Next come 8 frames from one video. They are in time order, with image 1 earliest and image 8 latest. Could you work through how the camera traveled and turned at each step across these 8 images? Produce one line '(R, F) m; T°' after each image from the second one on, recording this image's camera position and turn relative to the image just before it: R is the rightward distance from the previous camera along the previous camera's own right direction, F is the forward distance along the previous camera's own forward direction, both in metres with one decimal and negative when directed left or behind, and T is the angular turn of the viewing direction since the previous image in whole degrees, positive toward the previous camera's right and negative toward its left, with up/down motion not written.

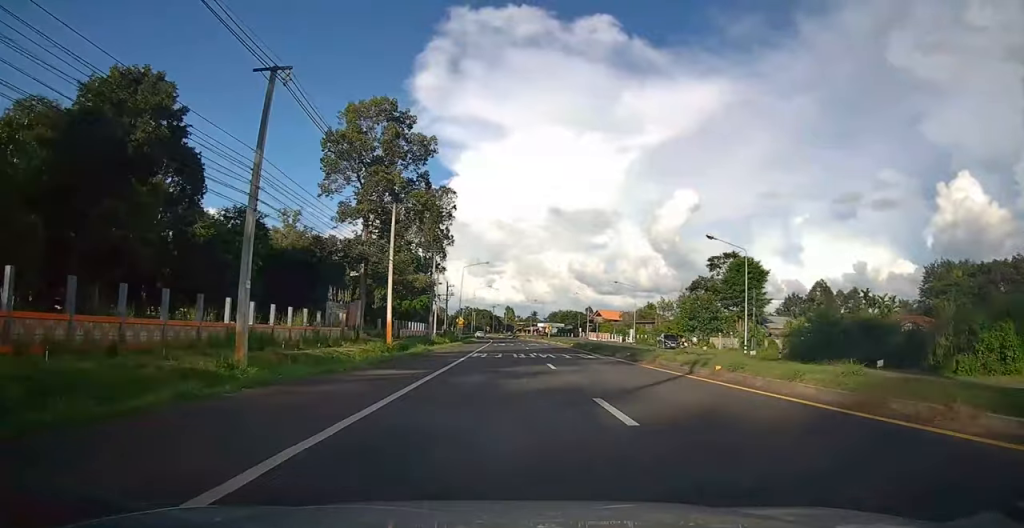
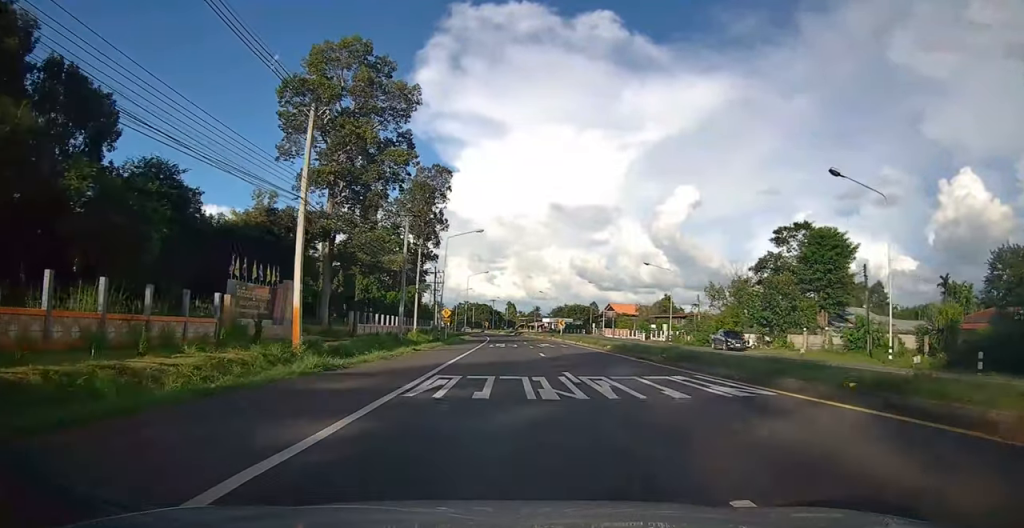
(-0.1, +18.5) m; 0°
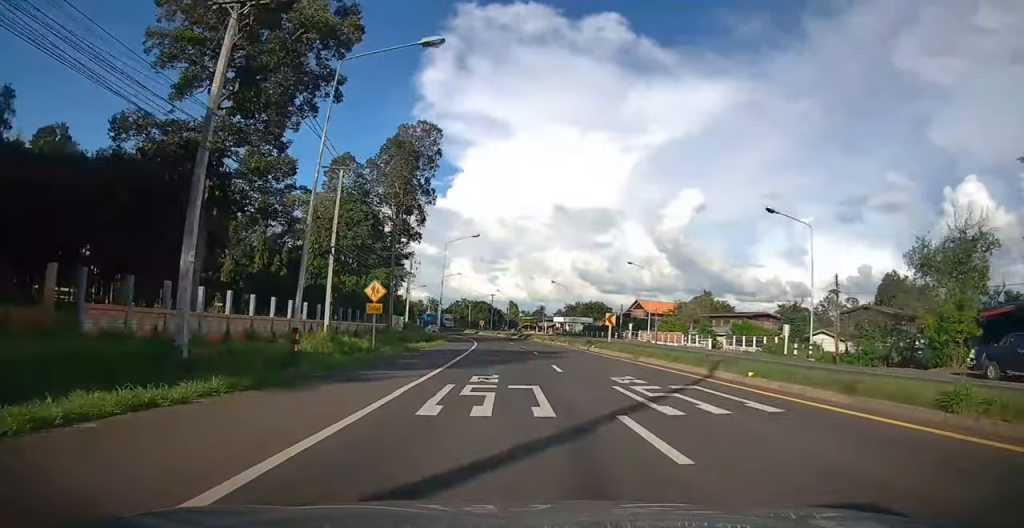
(+0.3, +31.7) m; +1°
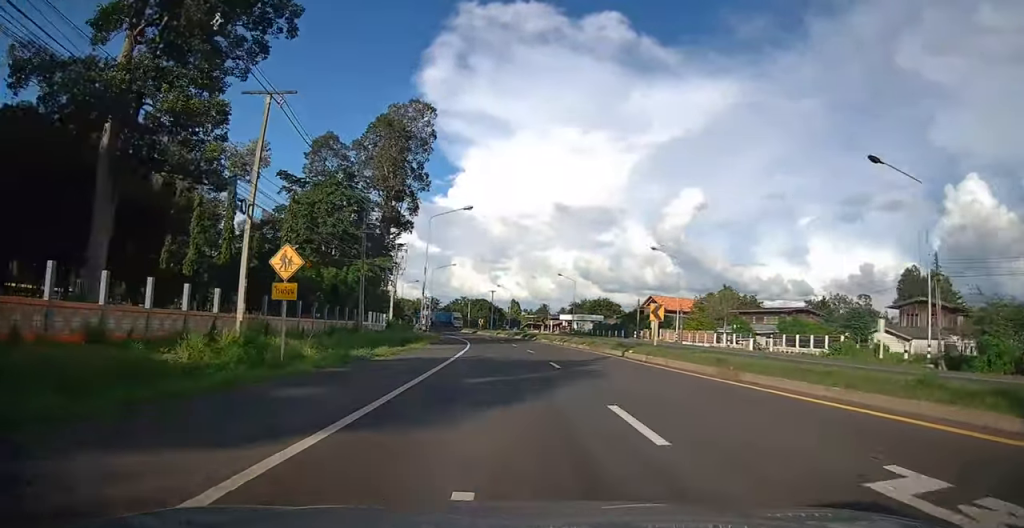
(+0.1, +11.1) m; -2°
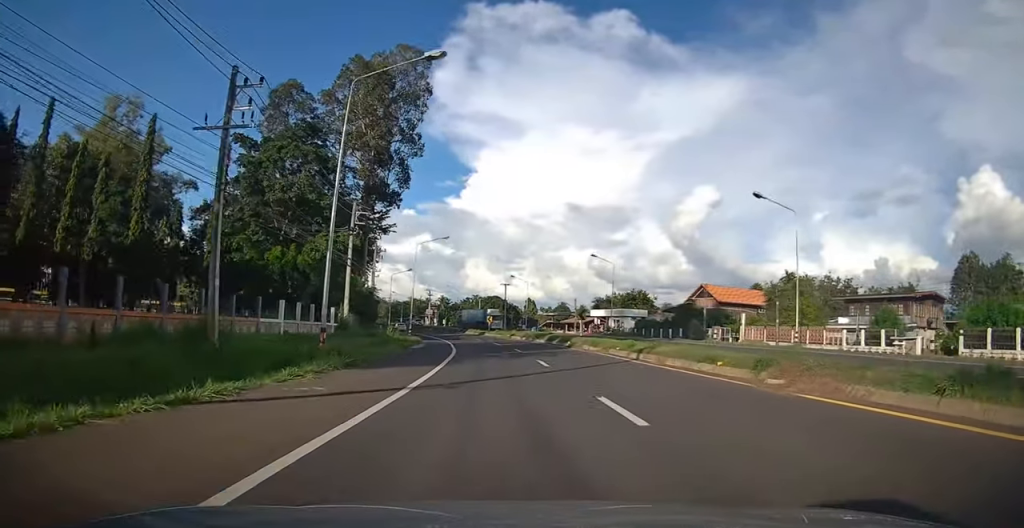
(-1.0, +22.3) m; -2°
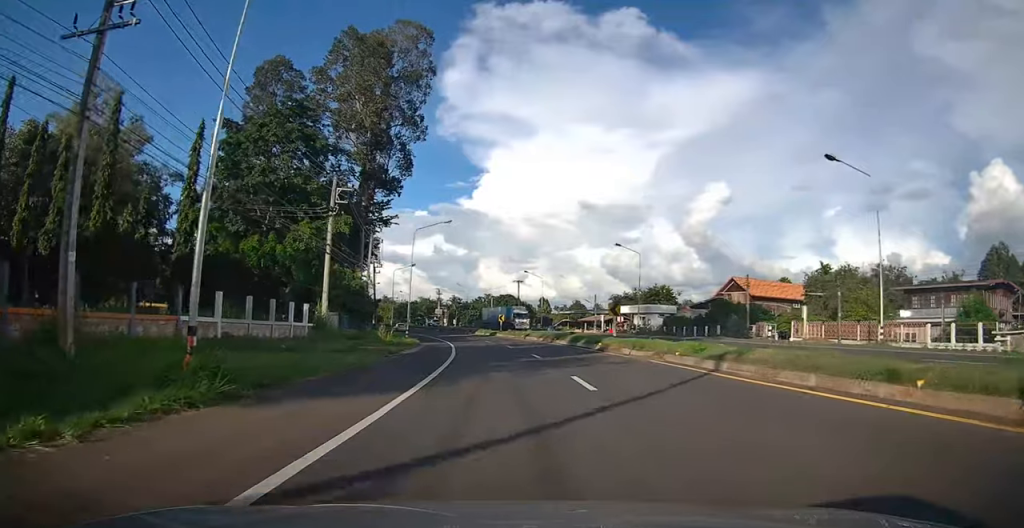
(+0.3, +7.7) m; 0°
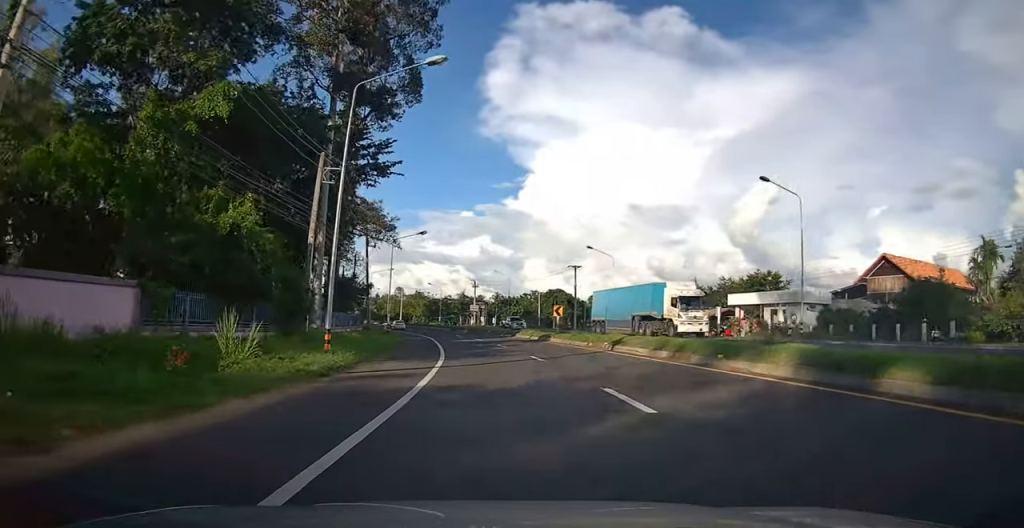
(-0.6, +27.2) m; -6°
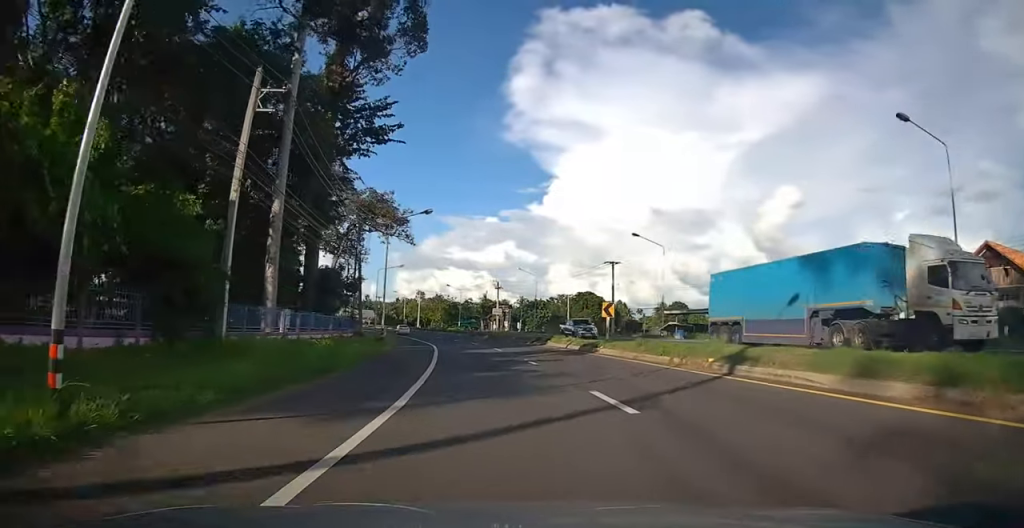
(-0.5, +11.6) m; -4°
